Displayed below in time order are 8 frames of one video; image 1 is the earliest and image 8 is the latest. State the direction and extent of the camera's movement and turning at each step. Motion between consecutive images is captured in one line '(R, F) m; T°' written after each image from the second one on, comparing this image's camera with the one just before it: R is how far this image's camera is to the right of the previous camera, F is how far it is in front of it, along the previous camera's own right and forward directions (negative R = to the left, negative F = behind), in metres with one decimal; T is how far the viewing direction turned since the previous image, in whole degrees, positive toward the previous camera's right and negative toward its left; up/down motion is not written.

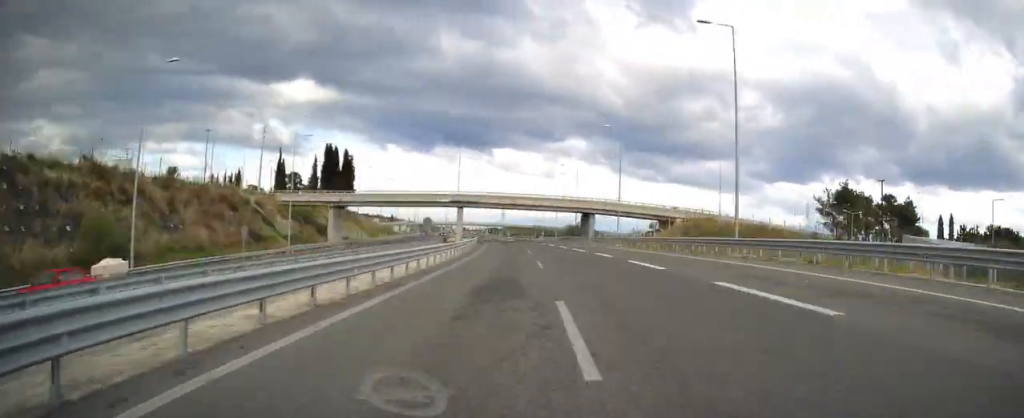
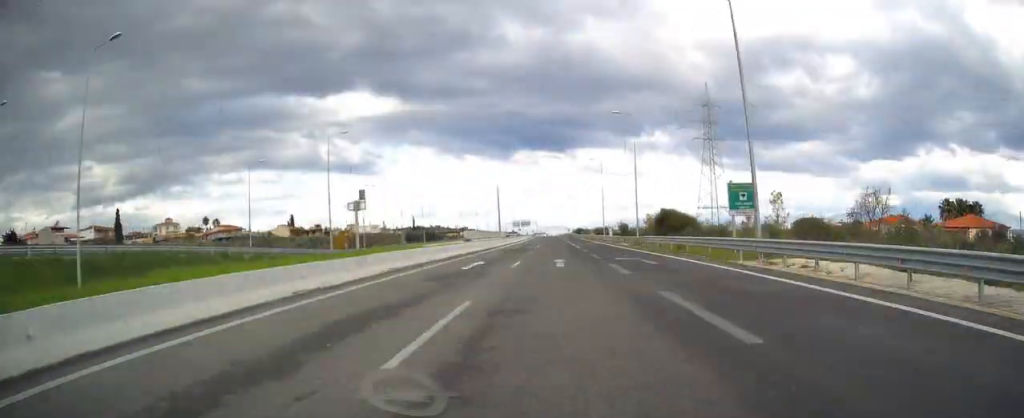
(-55.8, +546.2) m; -7°
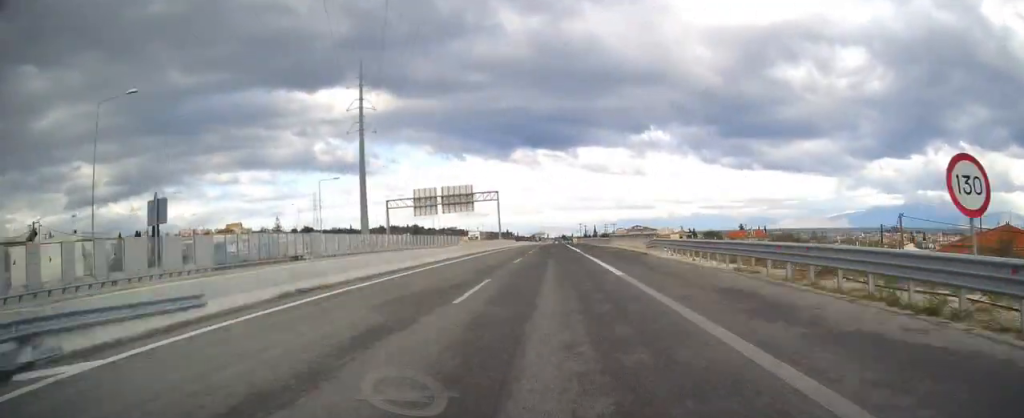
(0.0, +271.3) m; 0°
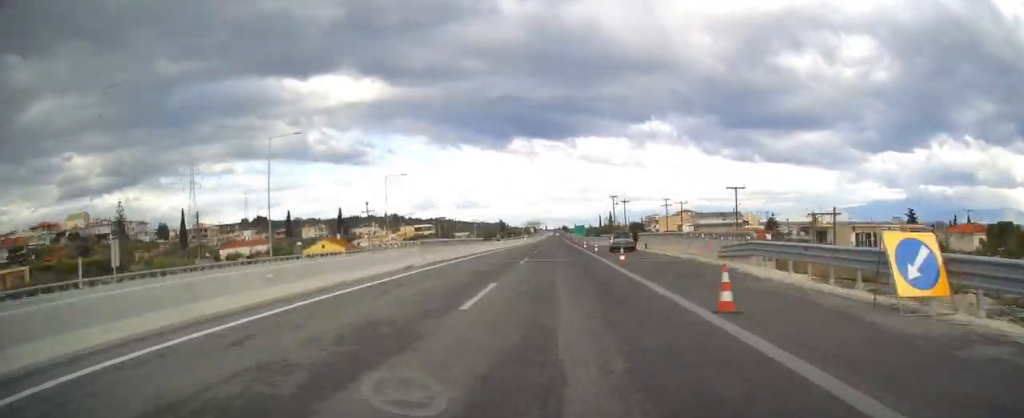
(+0.1, +163.2) m; 0°
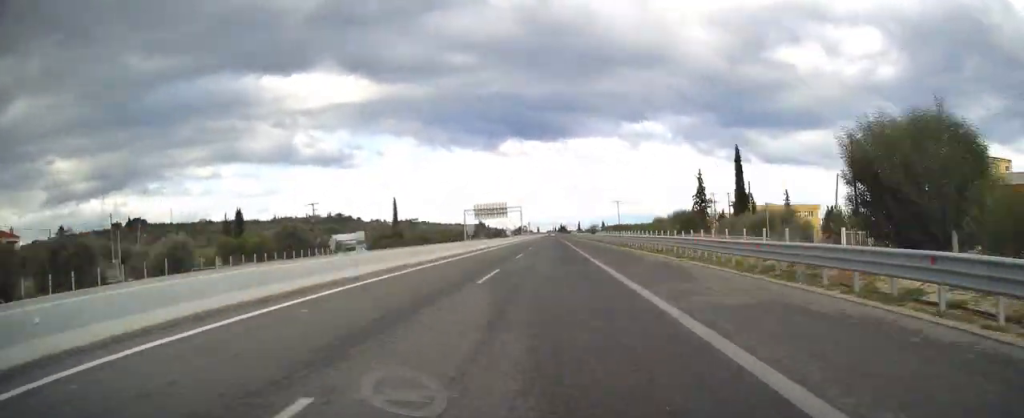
(+0.6, +263.0) m; 0°
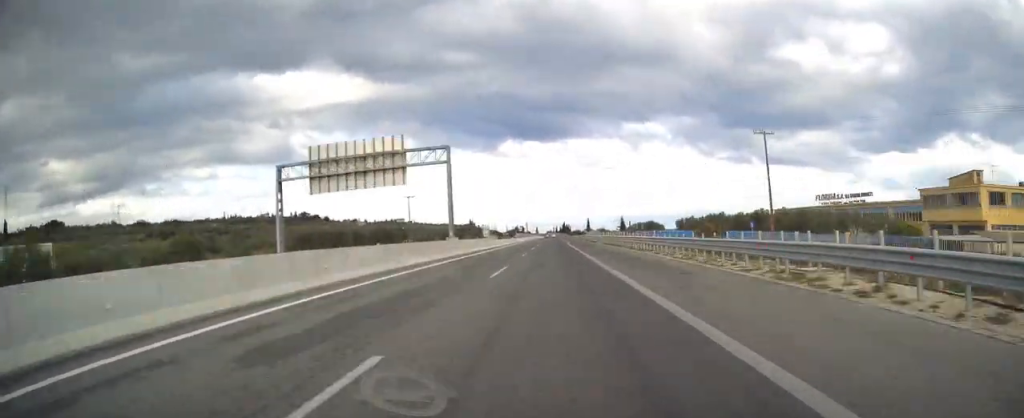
(+0.2, +125.1) m; 0°
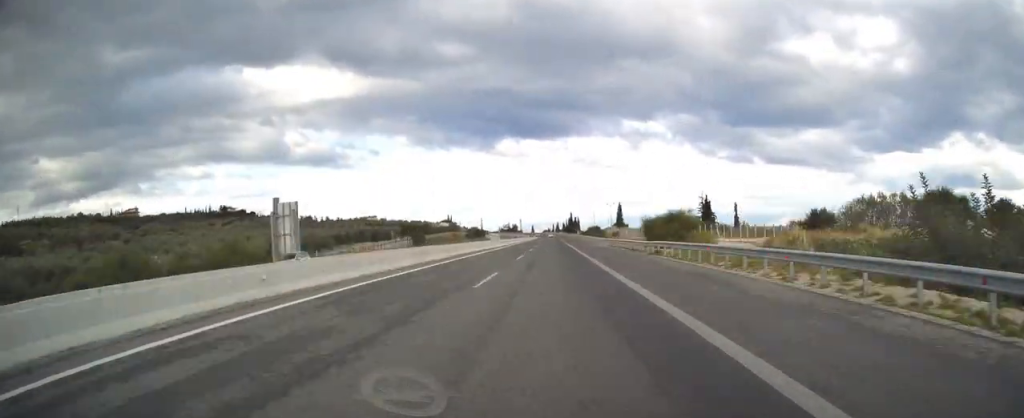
(+0.9, +186.5) m; 0°
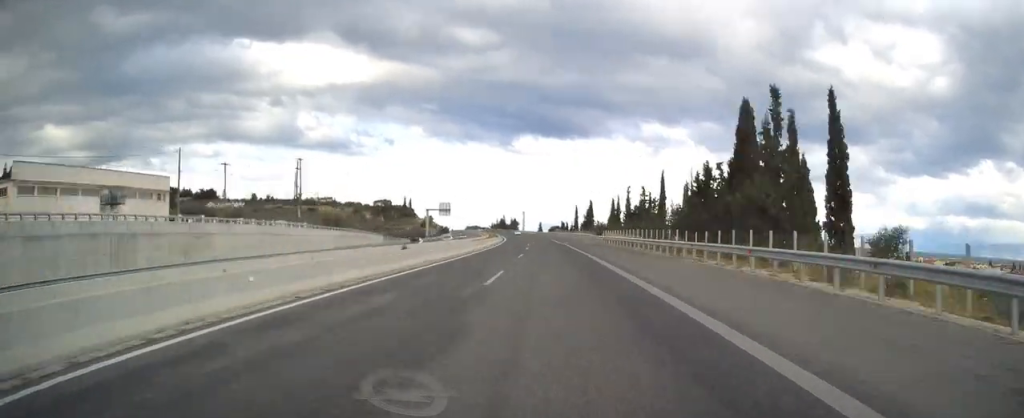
(-3.0, +272.0) m; -4°
